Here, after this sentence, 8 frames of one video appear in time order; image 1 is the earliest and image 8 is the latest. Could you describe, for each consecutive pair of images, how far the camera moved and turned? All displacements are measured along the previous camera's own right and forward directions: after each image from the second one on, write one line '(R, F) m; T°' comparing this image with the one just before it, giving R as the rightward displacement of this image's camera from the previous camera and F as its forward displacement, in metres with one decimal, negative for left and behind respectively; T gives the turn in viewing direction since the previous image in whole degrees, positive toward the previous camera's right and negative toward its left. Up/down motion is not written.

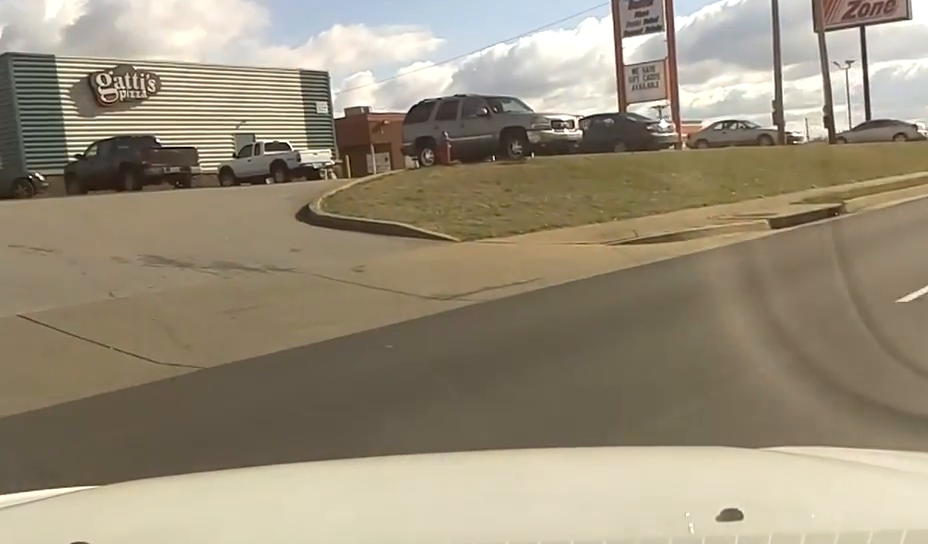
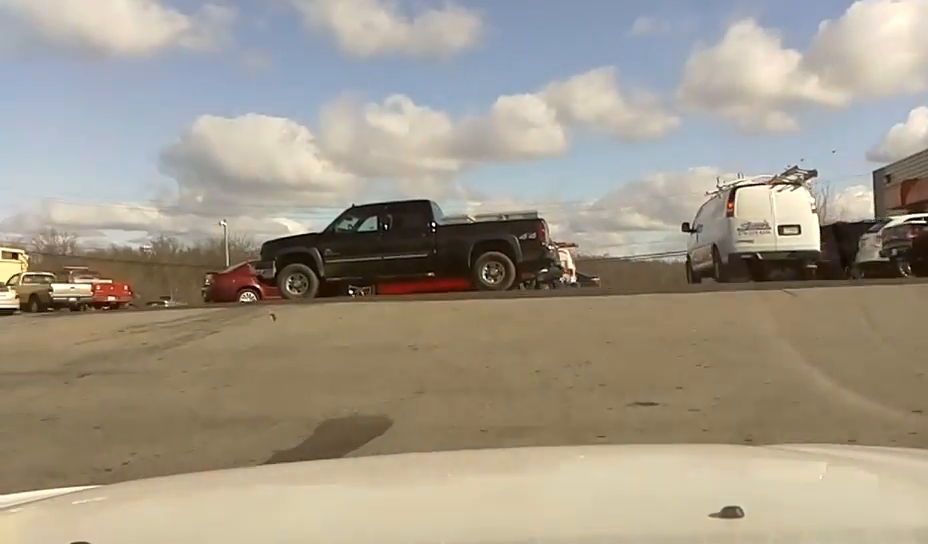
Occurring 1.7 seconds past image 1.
(-3.2, +11.2) m; -55°
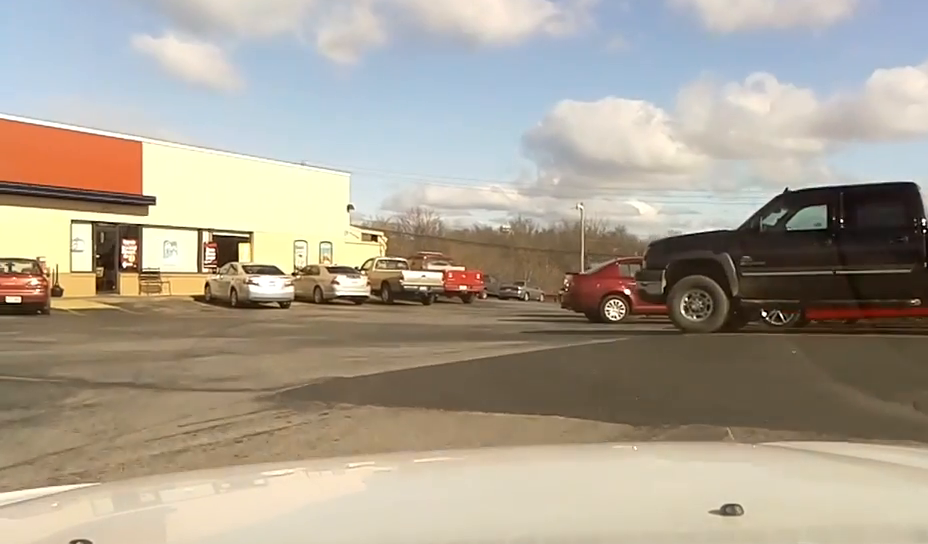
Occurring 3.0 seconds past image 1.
(-3.2, +6.5) m; -42°
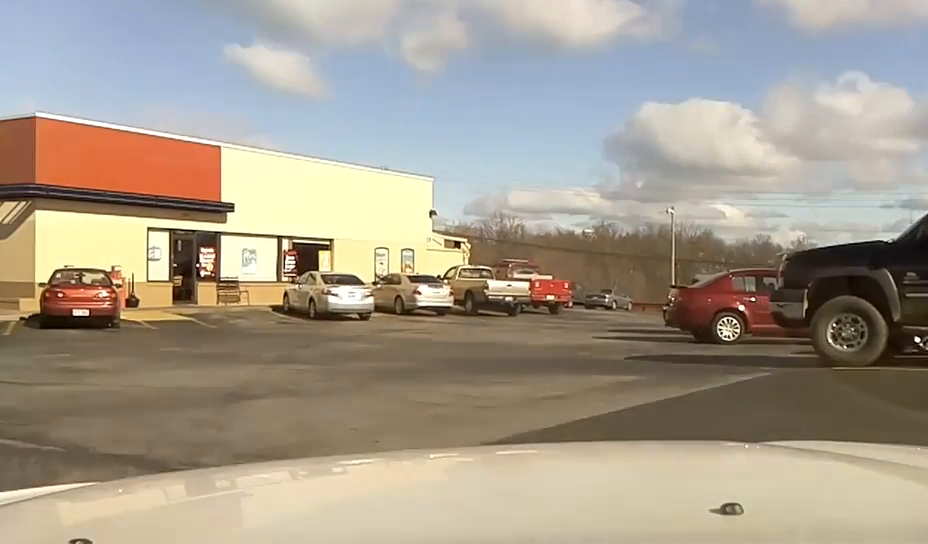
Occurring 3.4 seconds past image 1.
(-0.4, +2.1) m; -5°
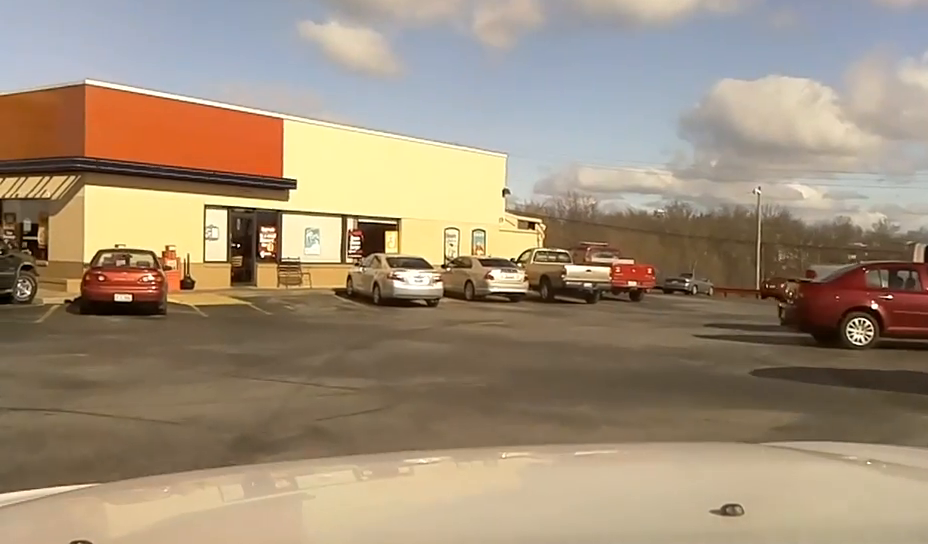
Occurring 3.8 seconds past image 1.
(-0.2, +2.5) m; -6°
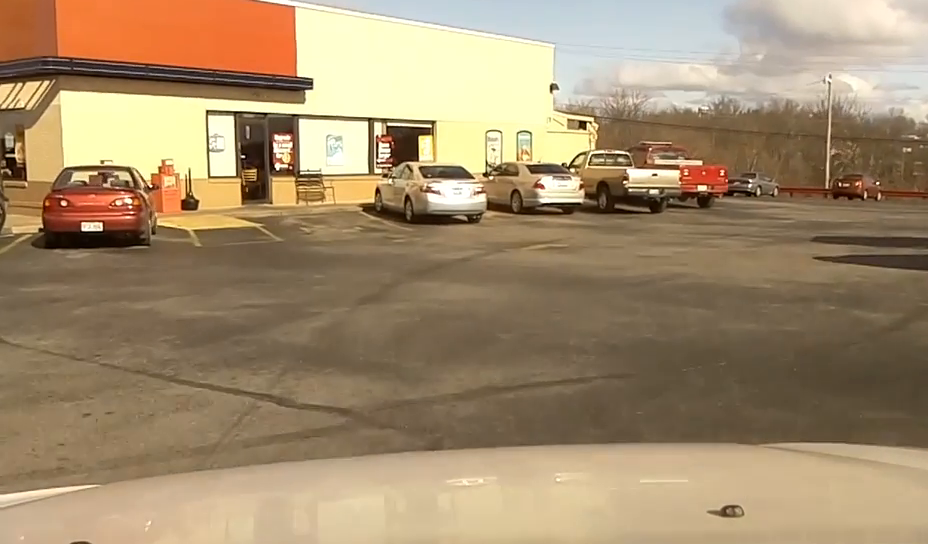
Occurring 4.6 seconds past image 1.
(0.0, +3.6) m; -3°
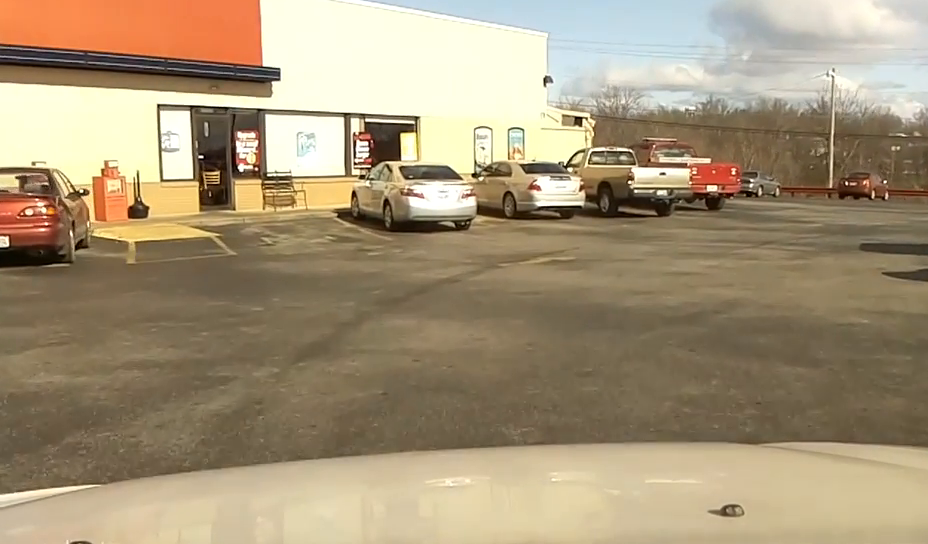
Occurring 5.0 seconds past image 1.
(0.0, +2.4) m; -2°
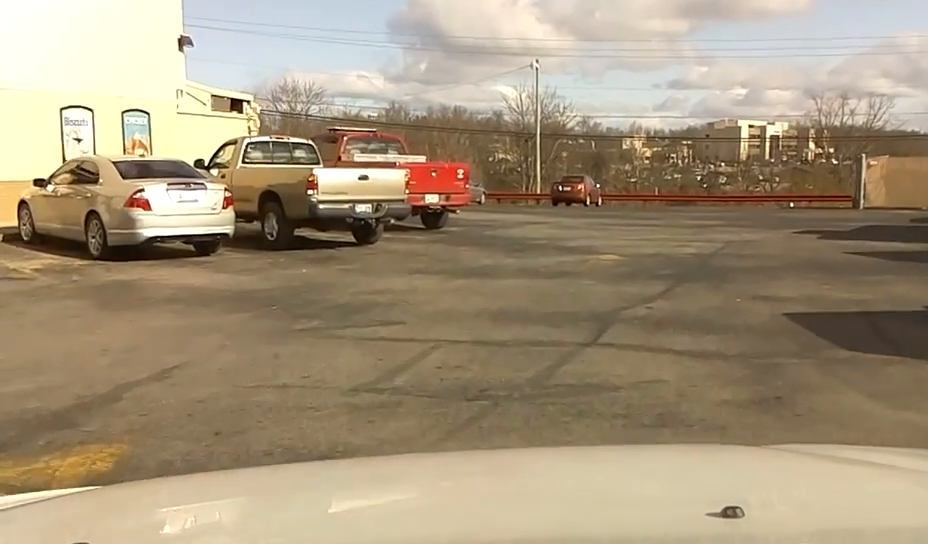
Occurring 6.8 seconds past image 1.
(-0.3, +8.8) m; +6°
